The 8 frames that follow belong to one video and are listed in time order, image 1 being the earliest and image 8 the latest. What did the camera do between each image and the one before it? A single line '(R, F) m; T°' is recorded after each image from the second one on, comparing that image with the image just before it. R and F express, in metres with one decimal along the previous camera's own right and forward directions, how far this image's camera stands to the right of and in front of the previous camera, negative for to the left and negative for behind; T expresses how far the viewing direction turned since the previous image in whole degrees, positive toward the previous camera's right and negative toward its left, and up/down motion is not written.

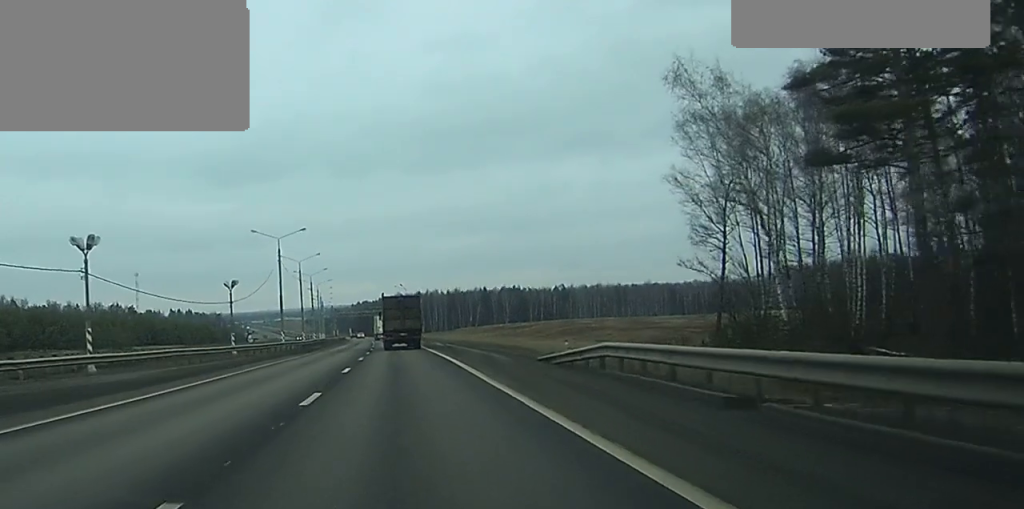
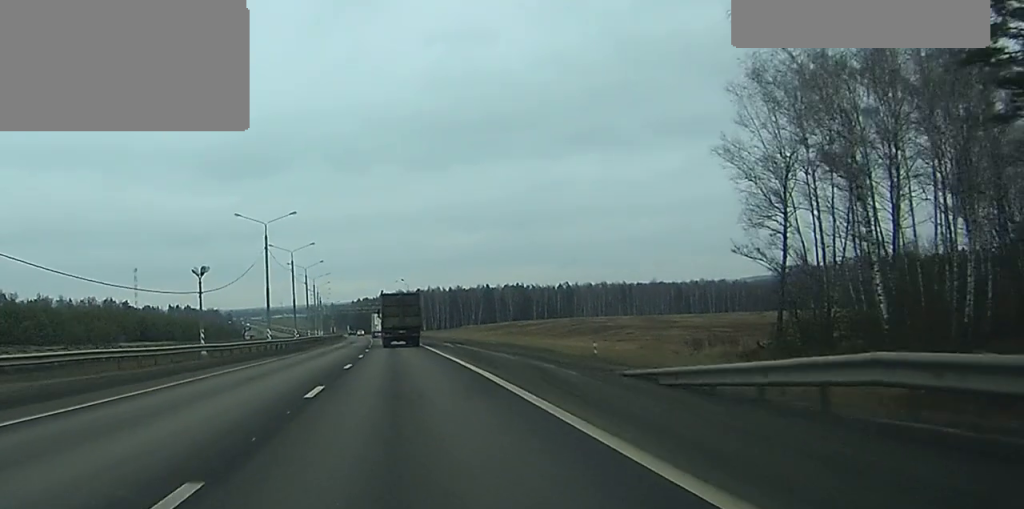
(-0.1, +12.4) m; 0°
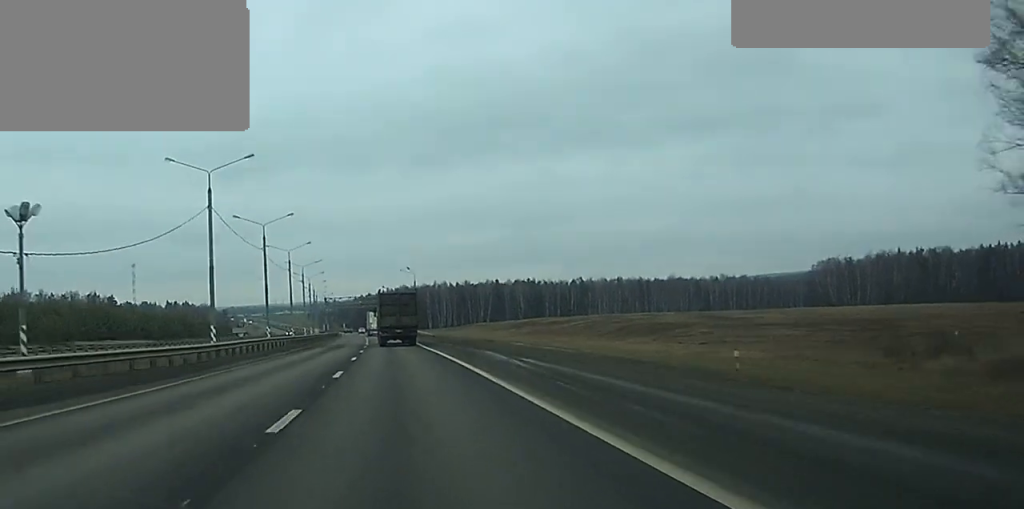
(+0.4, +30.0) m; 0°
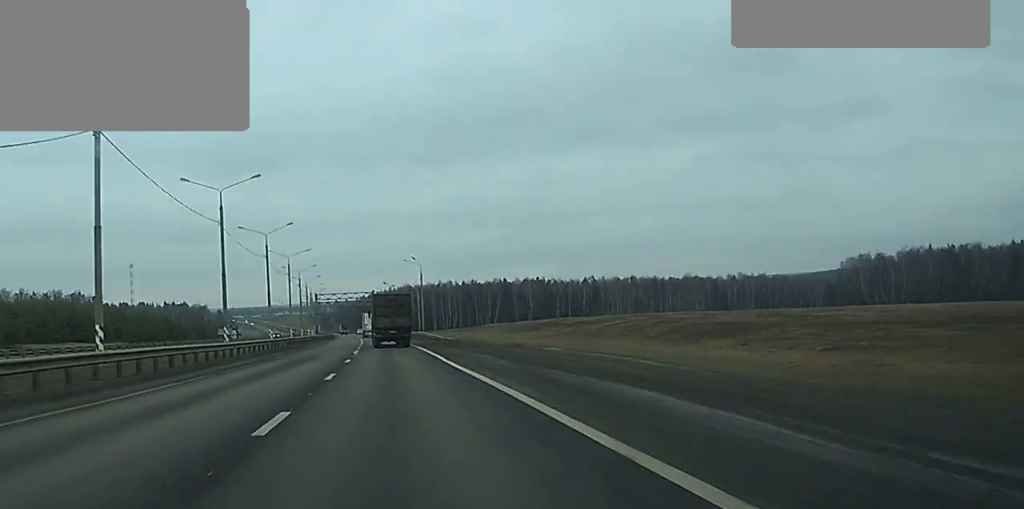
(-0.2, +23.2) m; -1°
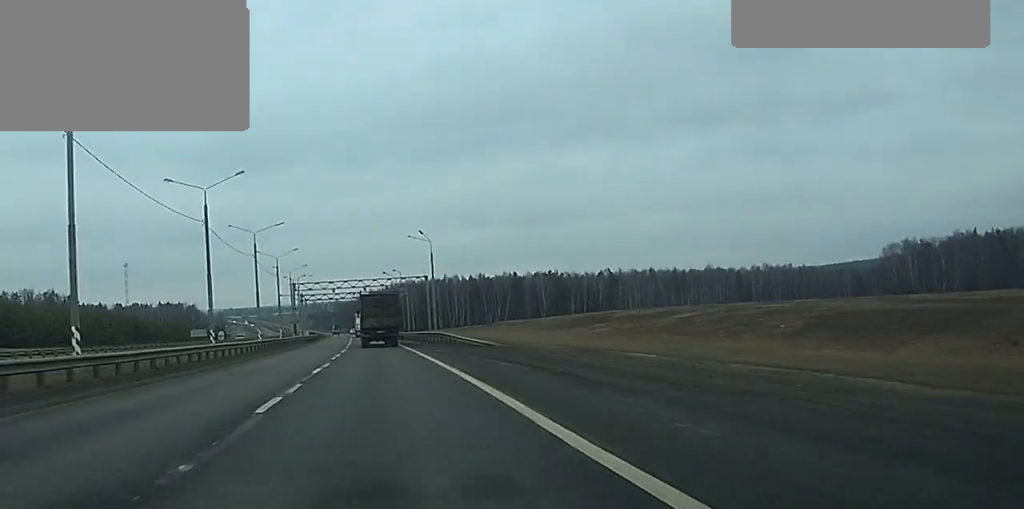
(-0.2, +29.1) m; -1°
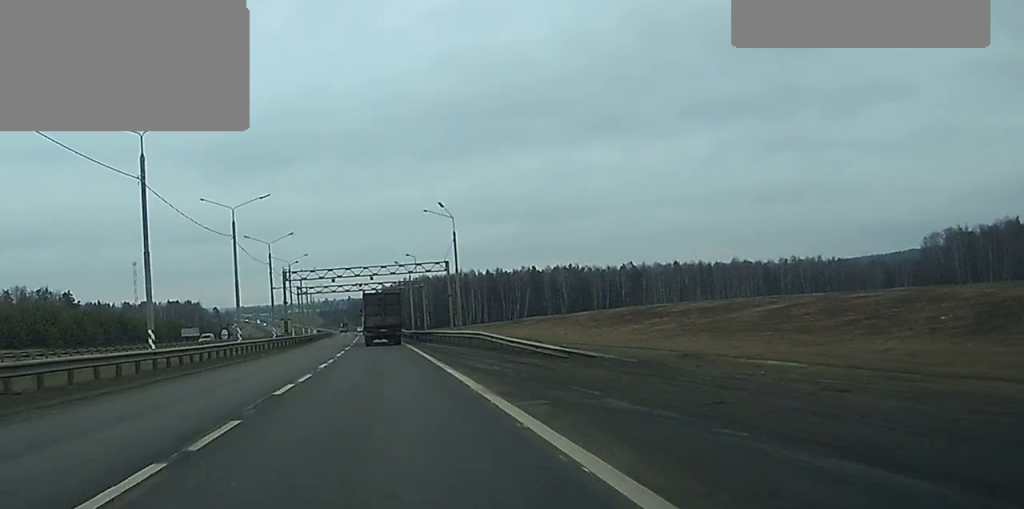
(-0.1, +17.3) m; 0°
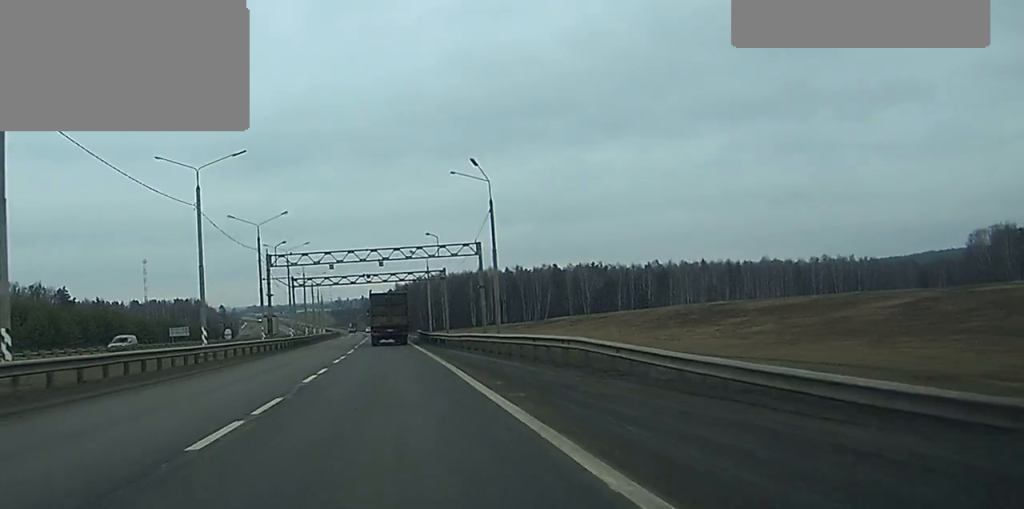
(0.0, +18.2) m; 0°
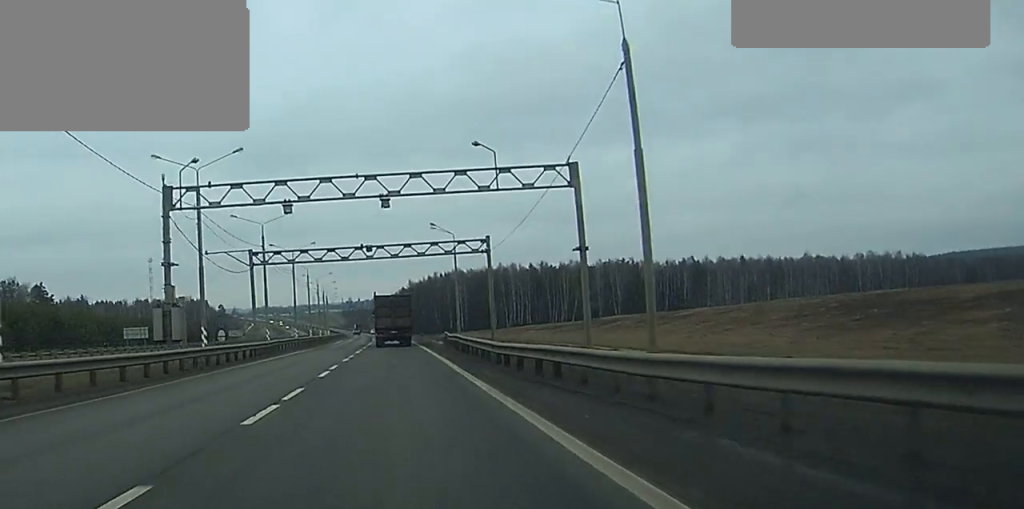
(-0.1, +35.6) m; -1°
